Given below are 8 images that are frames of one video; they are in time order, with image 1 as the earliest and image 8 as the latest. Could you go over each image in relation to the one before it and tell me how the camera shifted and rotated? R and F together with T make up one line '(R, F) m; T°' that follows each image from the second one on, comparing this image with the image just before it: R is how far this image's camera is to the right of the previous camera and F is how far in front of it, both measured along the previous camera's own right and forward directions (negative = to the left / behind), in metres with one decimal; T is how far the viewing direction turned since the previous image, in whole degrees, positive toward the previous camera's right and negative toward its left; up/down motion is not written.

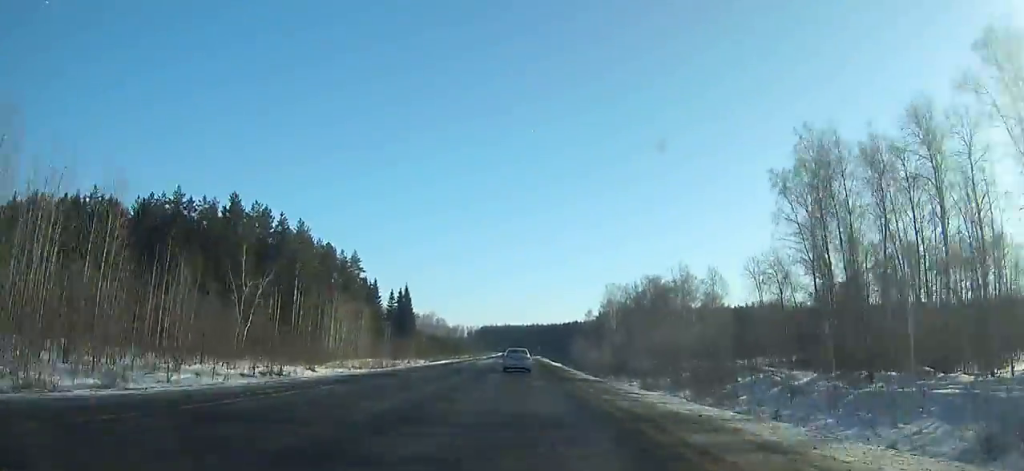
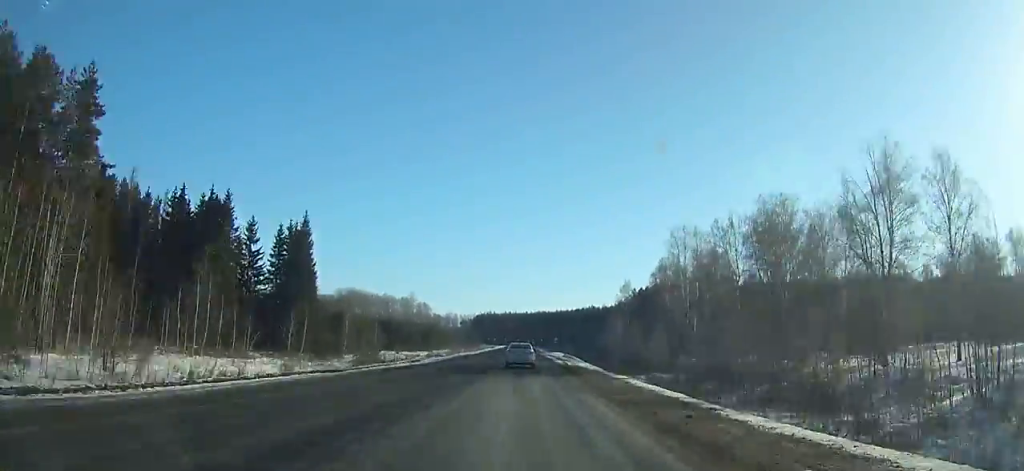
(+0.2, +82.3) m; 0°
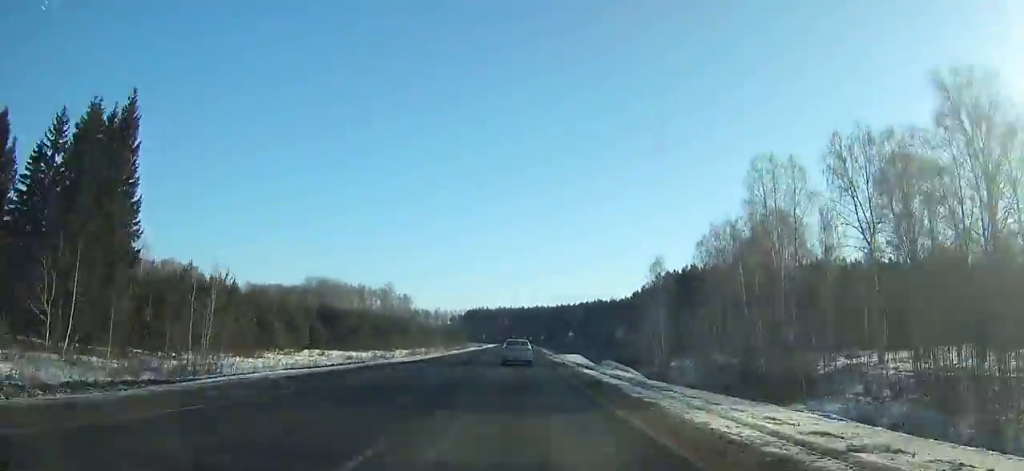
(+0.1, +42.3) m; 0°
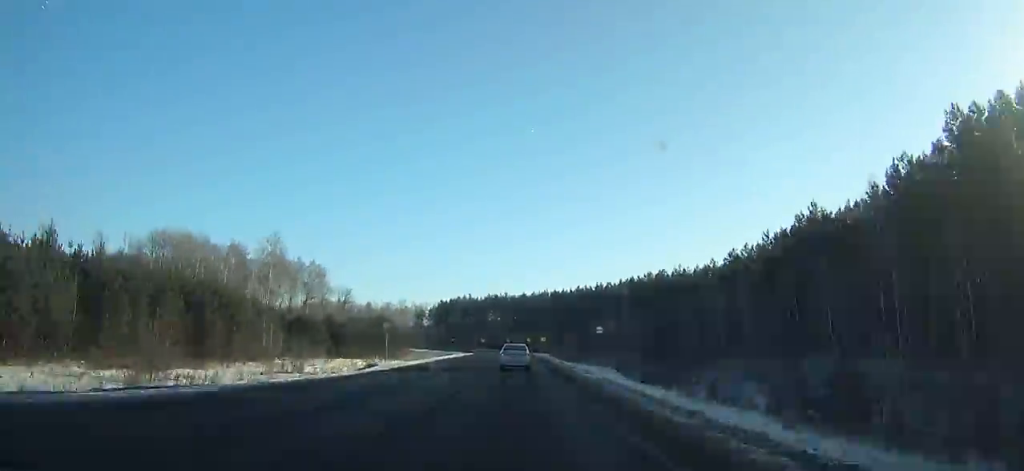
(+0.2, +121.8) m; 0°
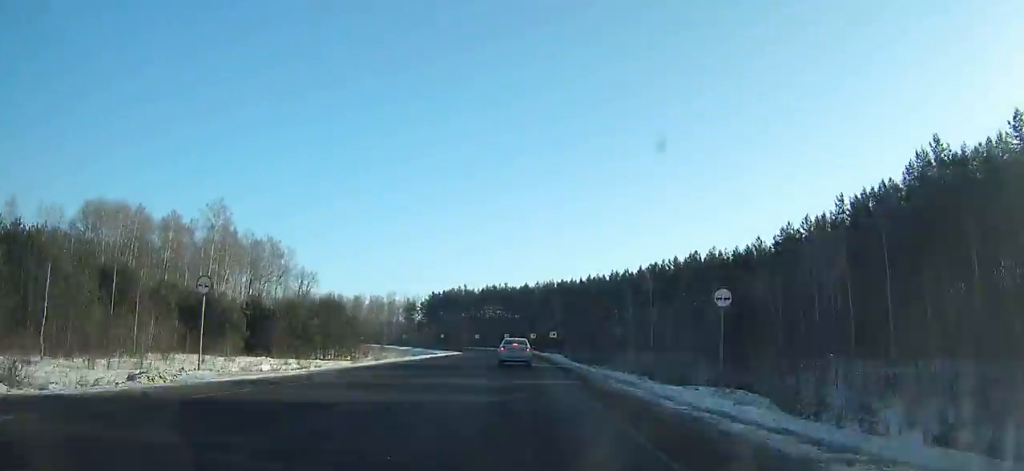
(0.0, +26.5) m; -1°
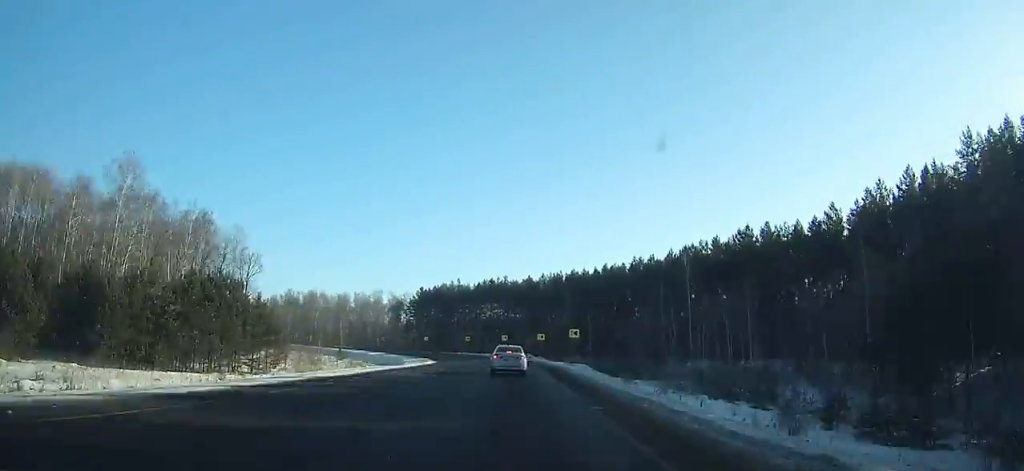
(+0.4, +28.4) m; -2°
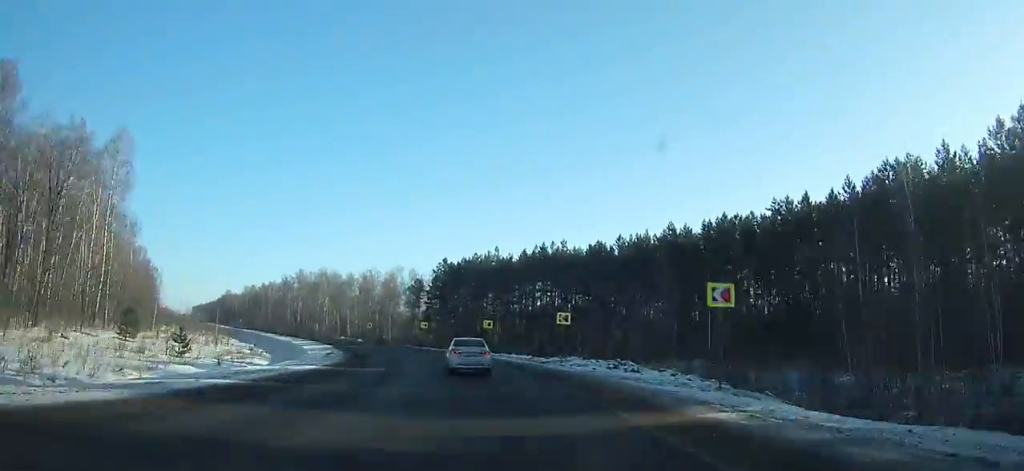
(-2.2, +55.3) m; -11°
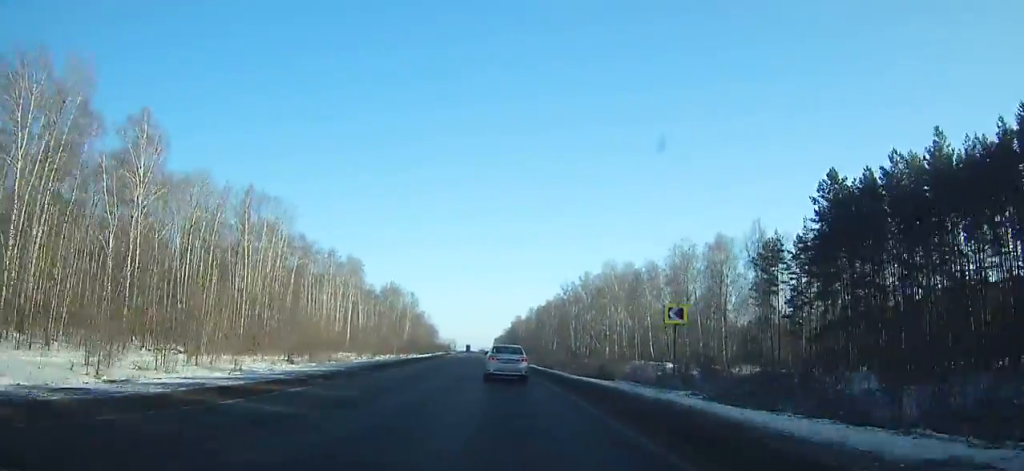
(-19.5, +77.3) m; -22°
